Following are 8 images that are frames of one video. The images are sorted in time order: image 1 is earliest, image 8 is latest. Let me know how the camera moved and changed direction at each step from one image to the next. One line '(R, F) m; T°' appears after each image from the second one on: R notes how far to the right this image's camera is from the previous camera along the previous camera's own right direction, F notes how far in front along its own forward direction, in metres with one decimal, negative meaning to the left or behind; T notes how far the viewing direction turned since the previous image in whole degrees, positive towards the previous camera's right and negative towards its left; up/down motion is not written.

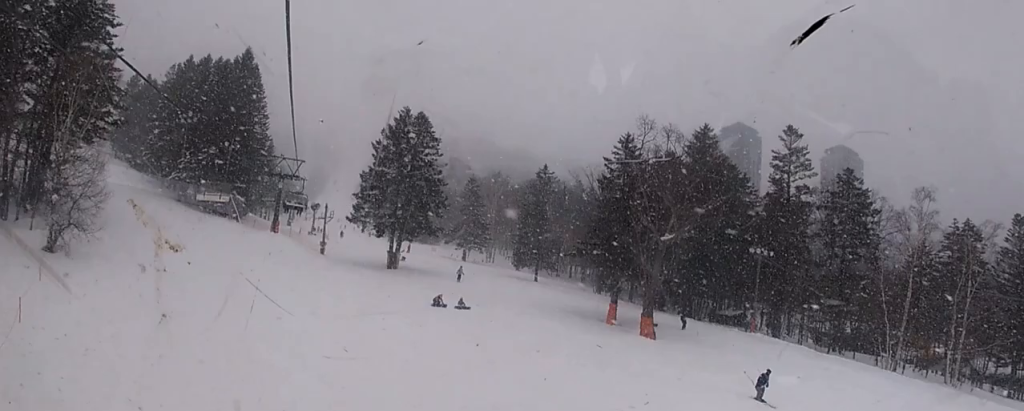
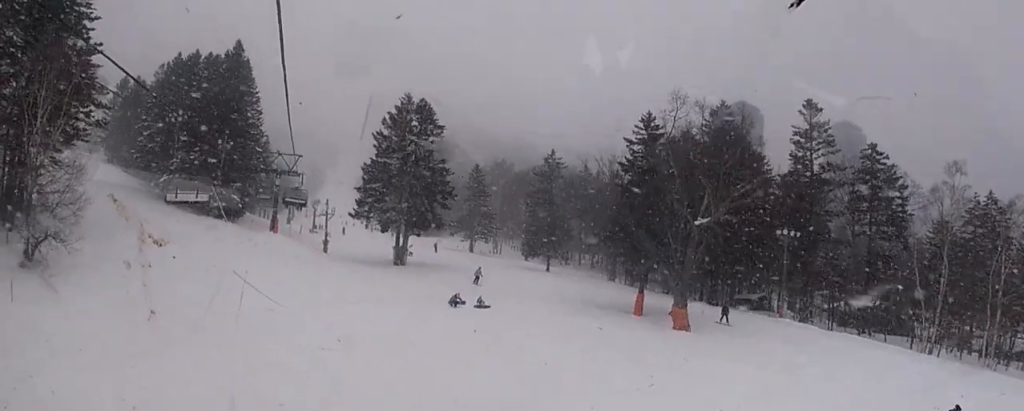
(-0.1, +3.4) m; -3°
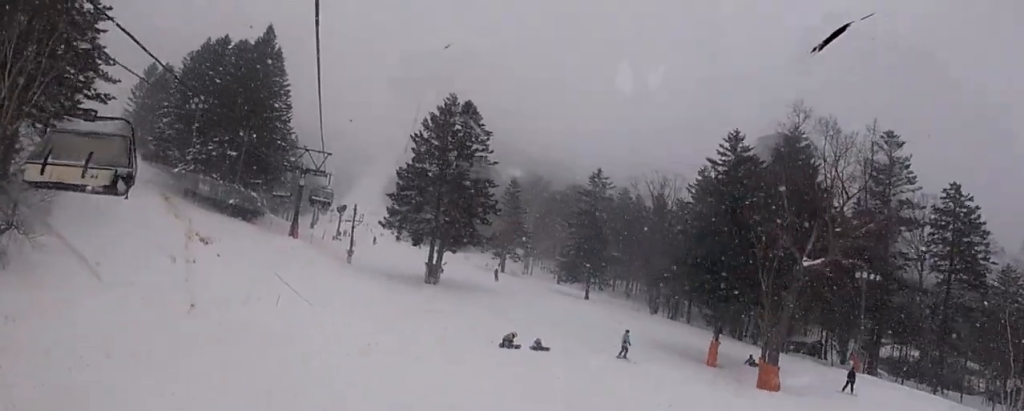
(-0.2, +6.9) m; -2°
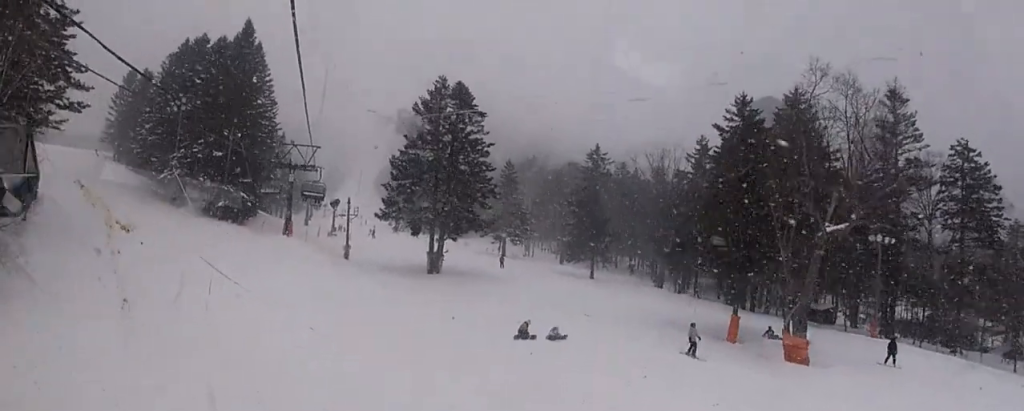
(0.0, +1.8) m; 0°
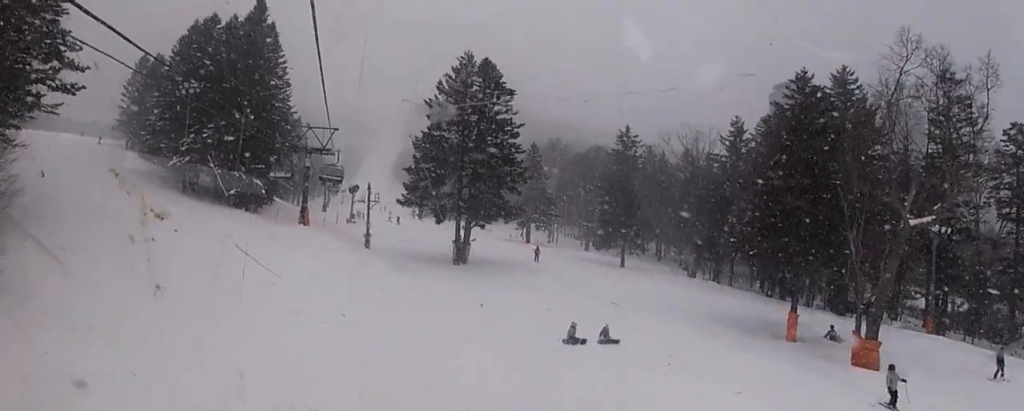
(0.0, +3.5) m; 0°
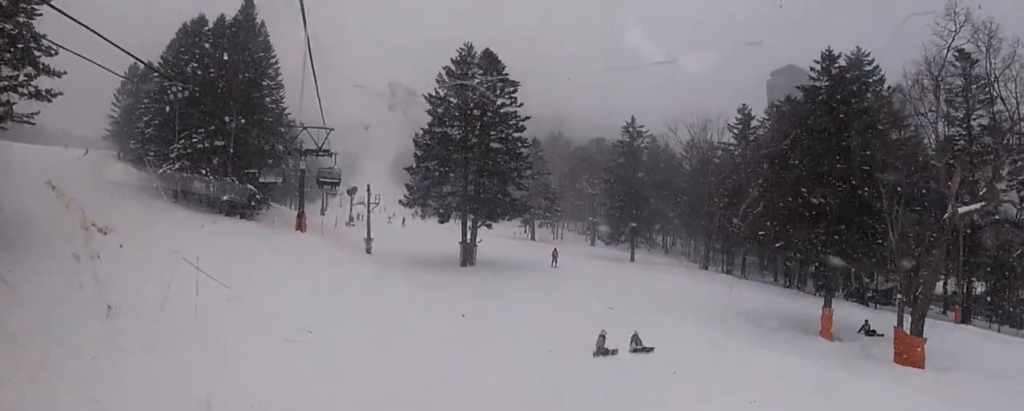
(0.0, +2.4) m; 0°
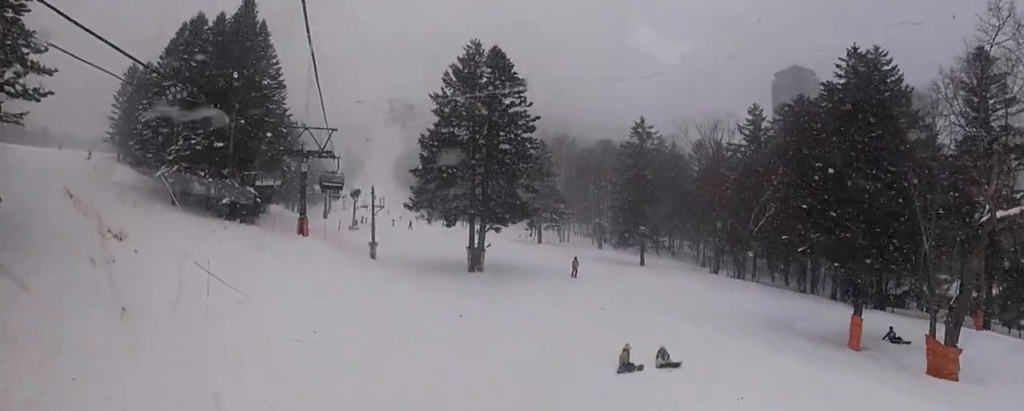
(0.0, +1.8) m; +1°
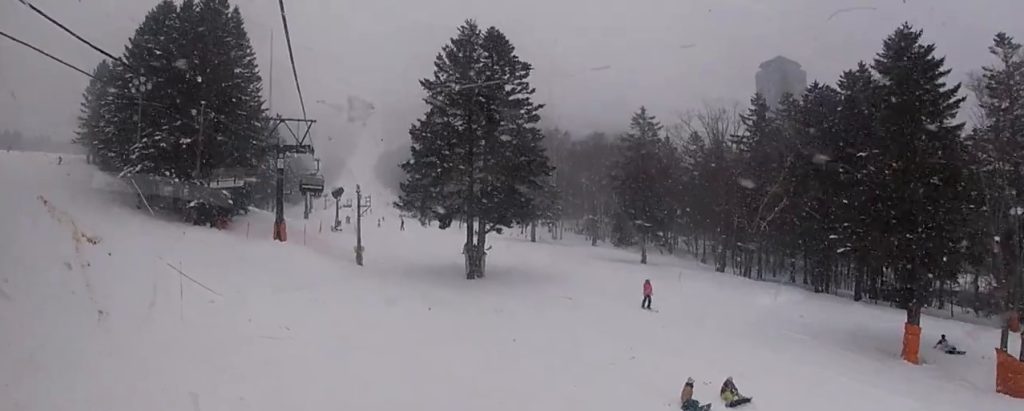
(+0.2, +4.9) m; +3°
